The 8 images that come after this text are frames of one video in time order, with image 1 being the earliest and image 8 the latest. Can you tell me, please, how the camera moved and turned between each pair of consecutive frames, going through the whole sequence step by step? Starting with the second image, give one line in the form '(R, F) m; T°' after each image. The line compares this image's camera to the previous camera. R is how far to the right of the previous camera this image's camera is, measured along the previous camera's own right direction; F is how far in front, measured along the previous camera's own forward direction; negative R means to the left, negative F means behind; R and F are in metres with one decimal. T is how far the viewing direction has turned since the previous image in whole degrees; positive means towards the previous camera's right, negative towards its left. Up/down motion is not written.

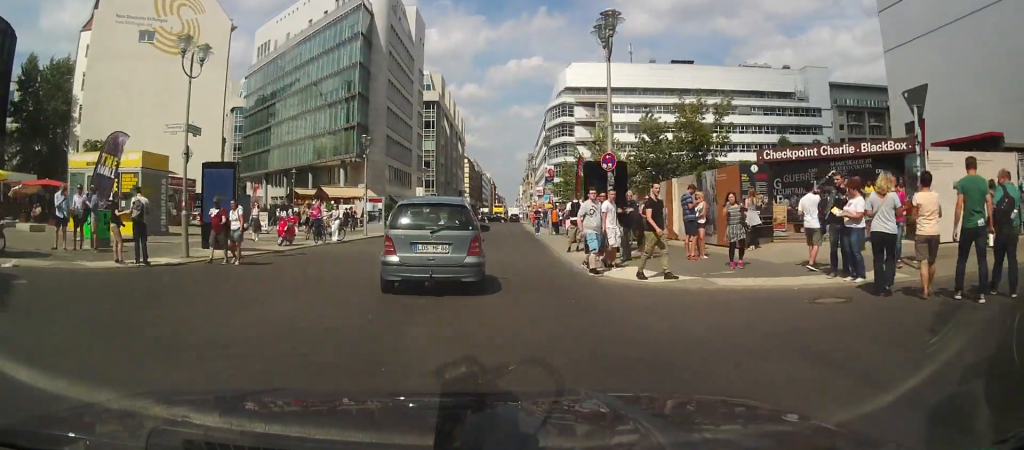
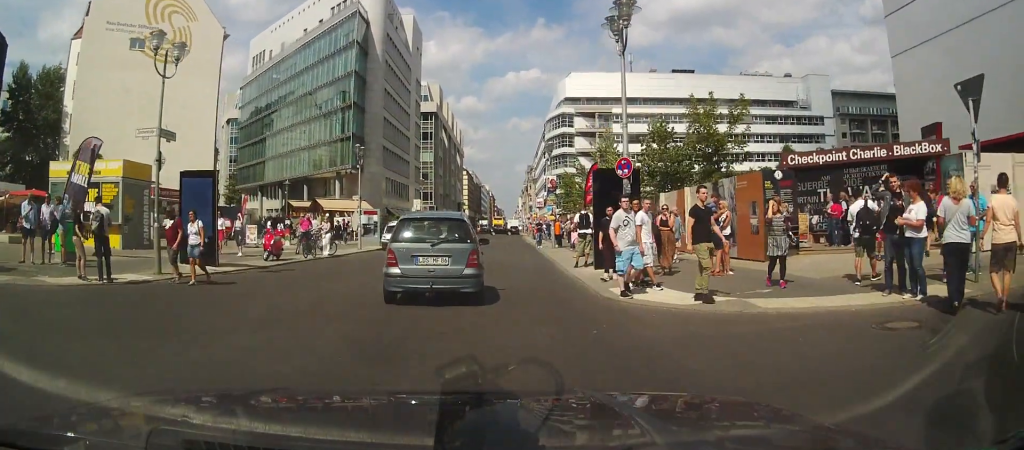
(+0.1, +1.5) m; +2°
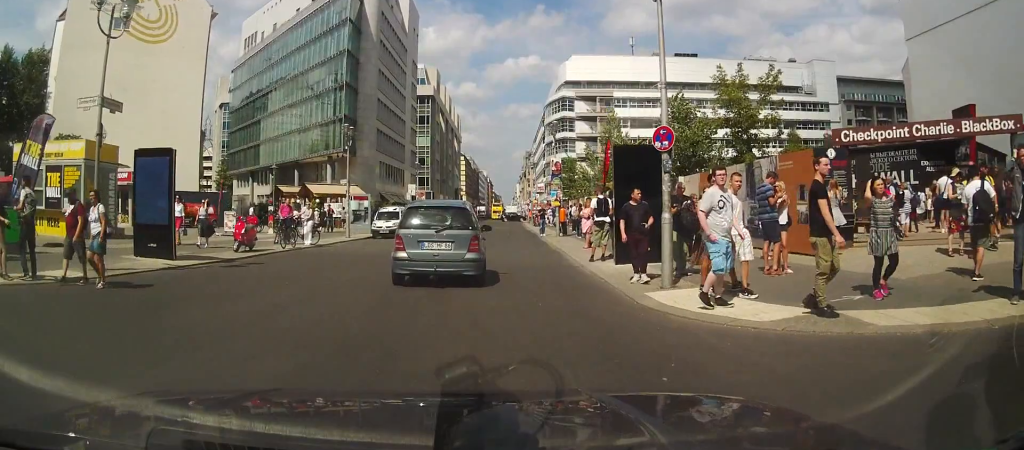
(+0.1, +2.5) m; +1°
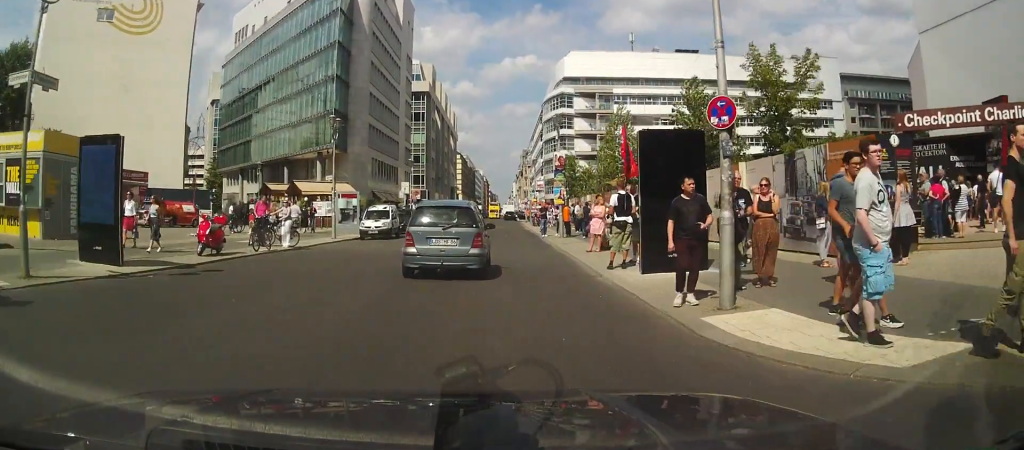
(0.0, +2.4) m; 0°
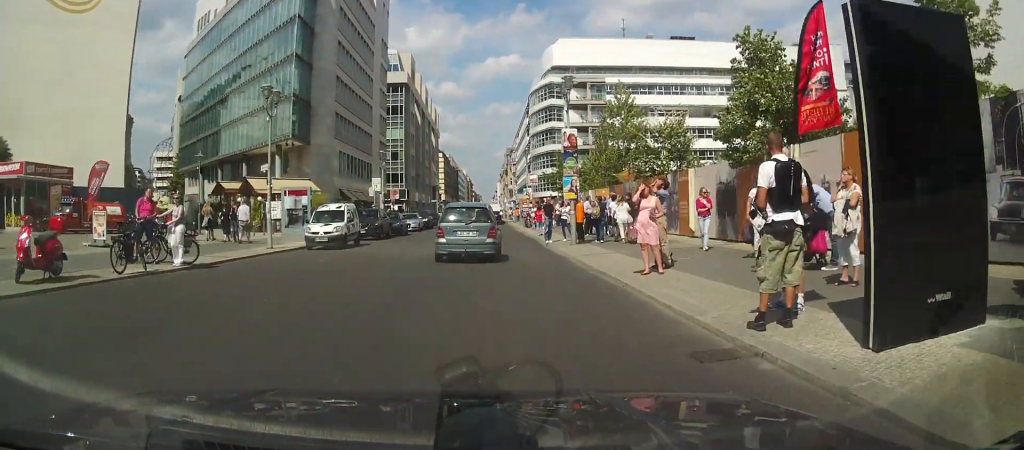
(0.0, +8.6) m; 0°
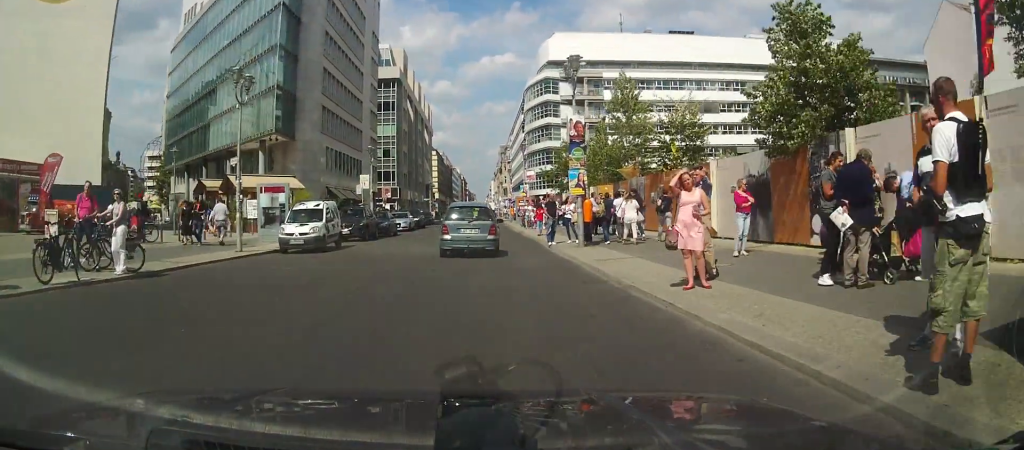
(0.0, +2.6) m; 0°
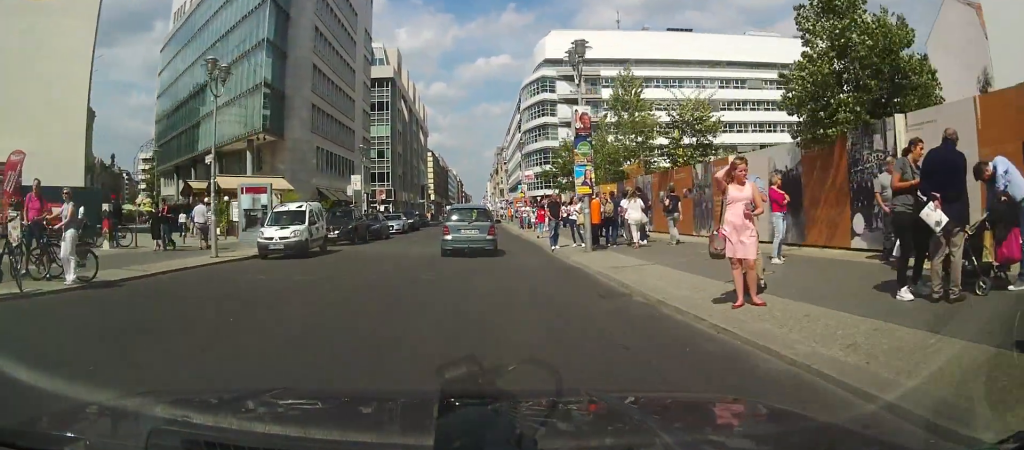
(0.0, +1.8) m; 0°
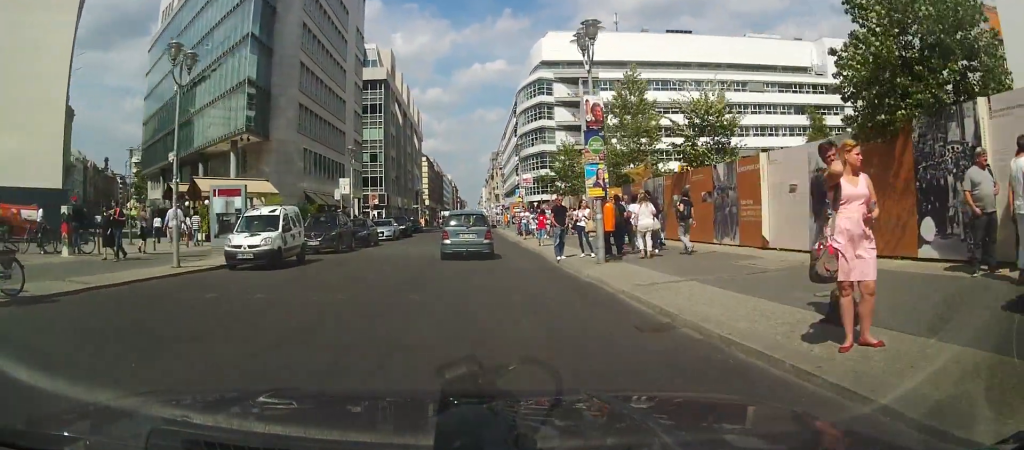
(0.0, +2.2) m; 0°
